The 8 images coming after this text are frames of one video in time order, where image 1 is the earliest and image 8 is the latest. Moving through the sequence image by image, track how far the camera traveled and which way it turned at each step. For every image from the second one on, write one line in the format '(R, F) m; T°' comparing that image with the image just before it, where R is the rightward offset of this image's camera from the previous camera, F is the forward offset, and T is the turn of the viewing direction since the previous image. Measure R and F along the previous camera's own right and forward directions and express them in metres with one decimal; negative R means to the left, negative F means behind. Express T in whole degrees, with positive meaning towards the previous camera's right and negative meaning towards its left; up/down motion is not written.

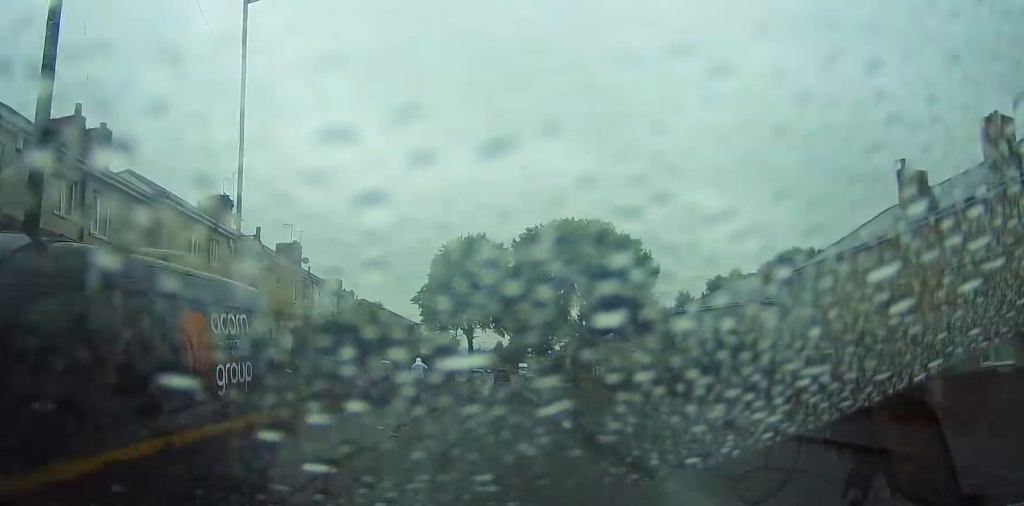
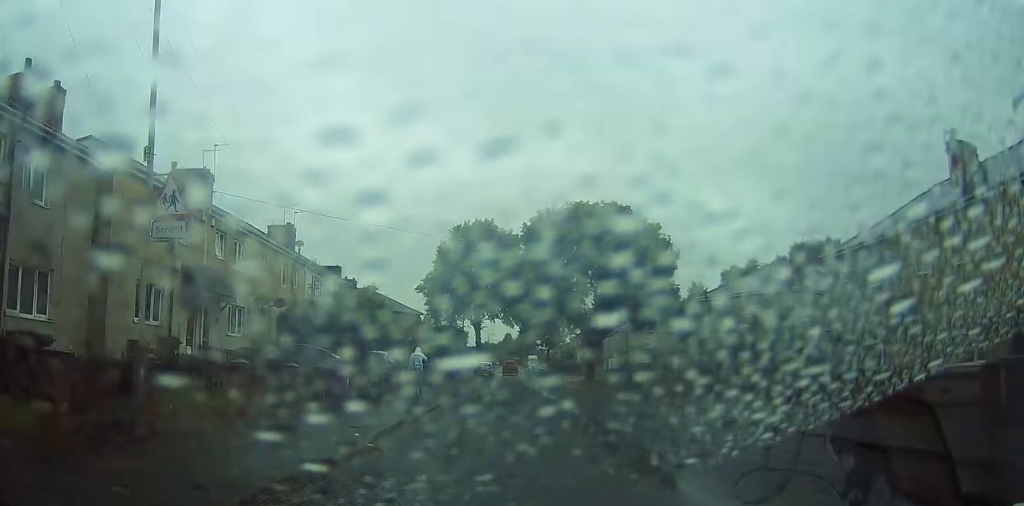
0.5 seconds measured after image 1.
(-0.1, +3.7) m; -1°
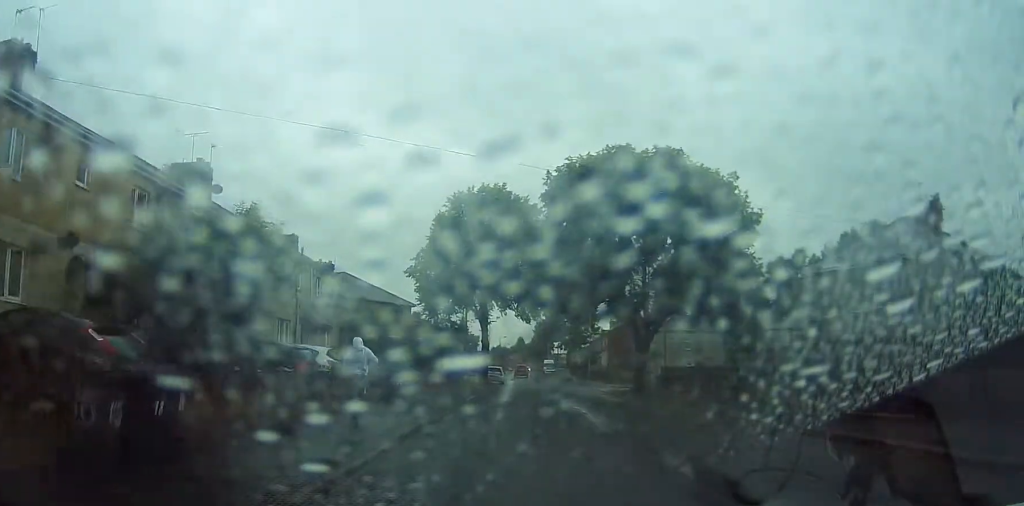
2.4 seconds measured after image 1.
(-0.2, +15.3) m; 0°
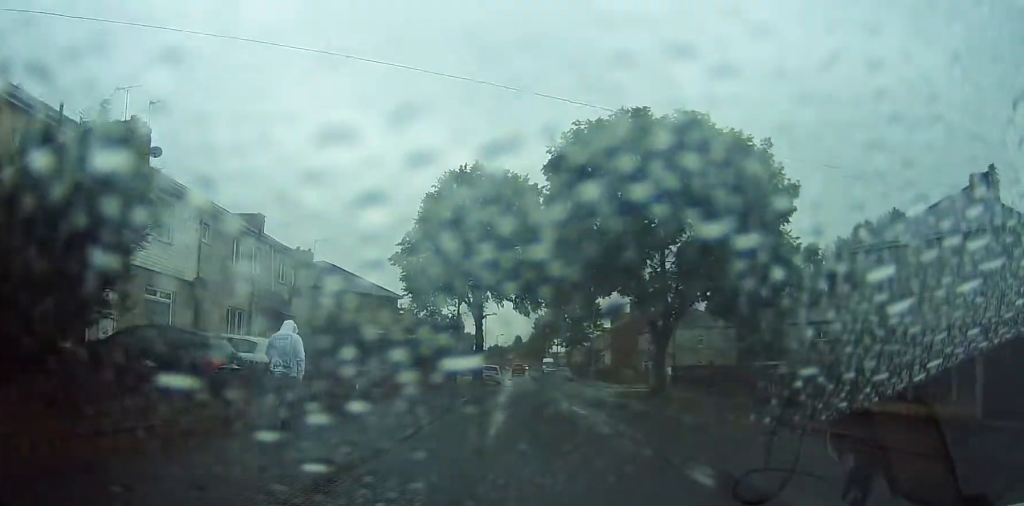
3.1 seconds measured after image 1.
(0.0, +5.5) m; 0°
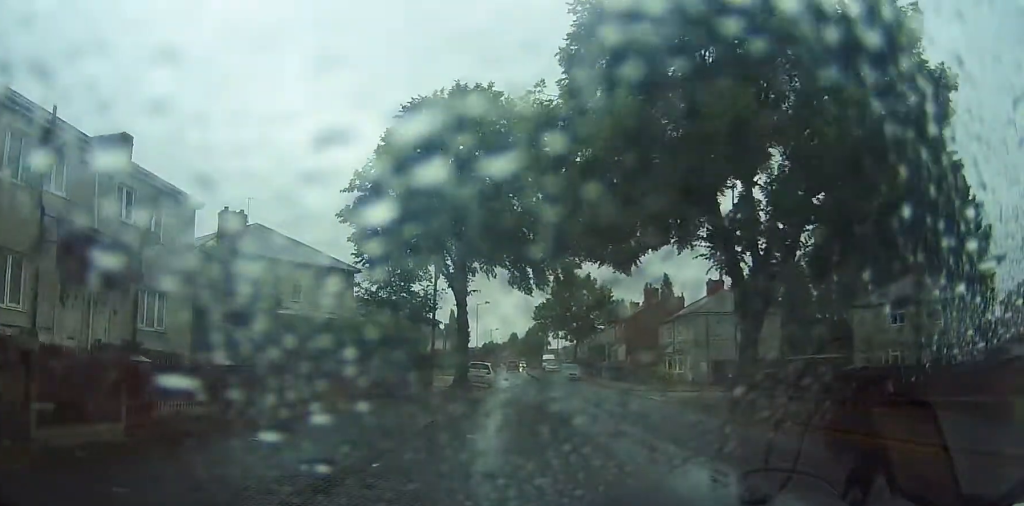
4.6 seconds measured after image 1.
(+0.1, +13.6) m; +1°
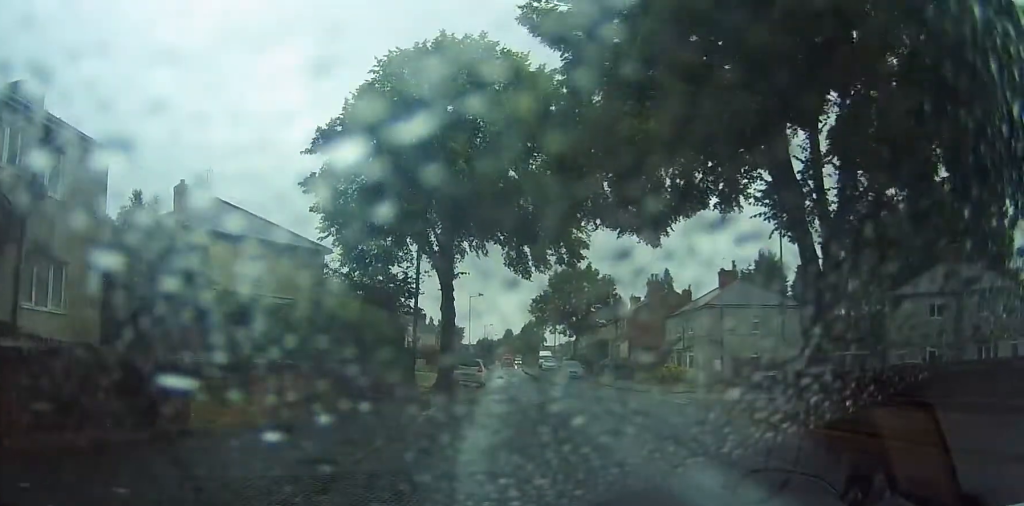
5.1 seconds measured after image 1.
(0.0, +5.4) m; 0°
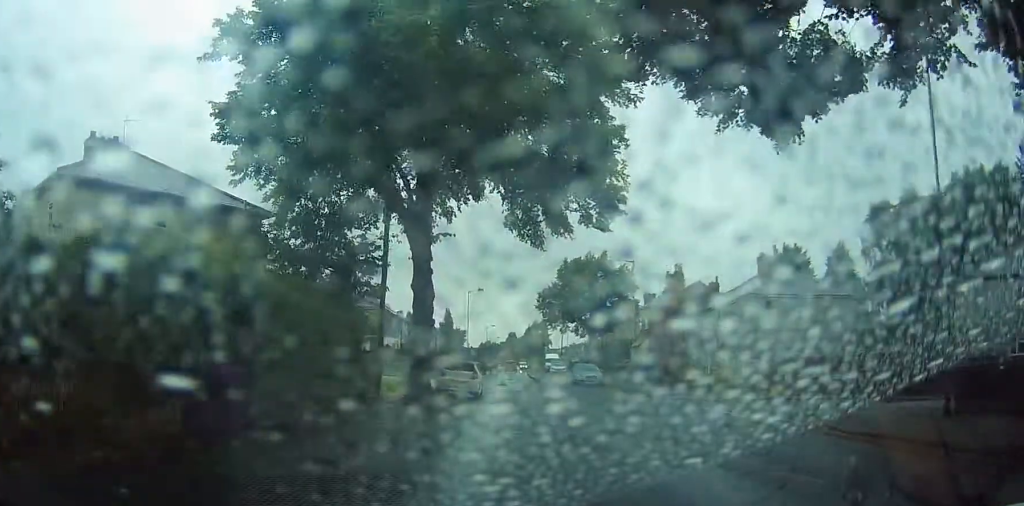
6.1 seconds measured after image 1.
(0.0, +9.4) m; -2°
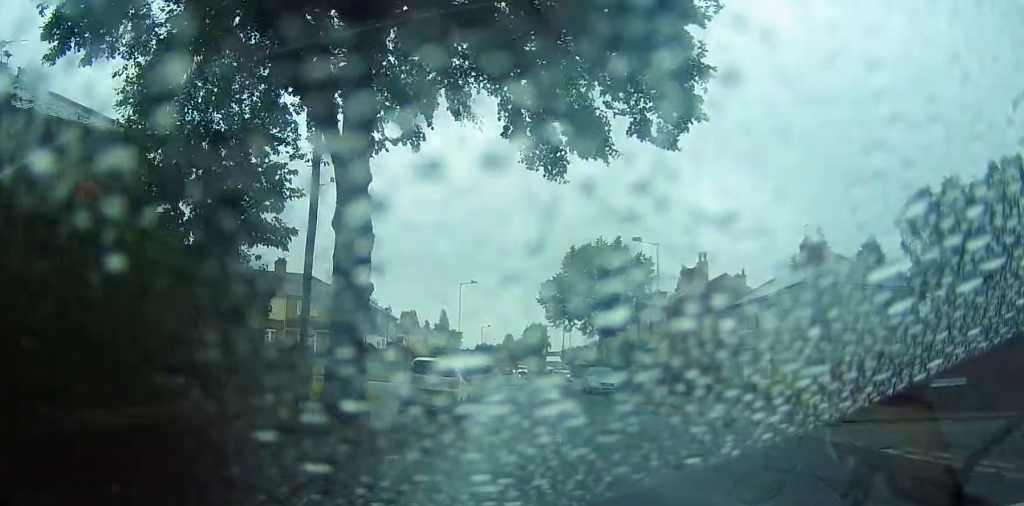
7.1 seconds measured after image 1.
(-0.3, +8.8) m; +1°
